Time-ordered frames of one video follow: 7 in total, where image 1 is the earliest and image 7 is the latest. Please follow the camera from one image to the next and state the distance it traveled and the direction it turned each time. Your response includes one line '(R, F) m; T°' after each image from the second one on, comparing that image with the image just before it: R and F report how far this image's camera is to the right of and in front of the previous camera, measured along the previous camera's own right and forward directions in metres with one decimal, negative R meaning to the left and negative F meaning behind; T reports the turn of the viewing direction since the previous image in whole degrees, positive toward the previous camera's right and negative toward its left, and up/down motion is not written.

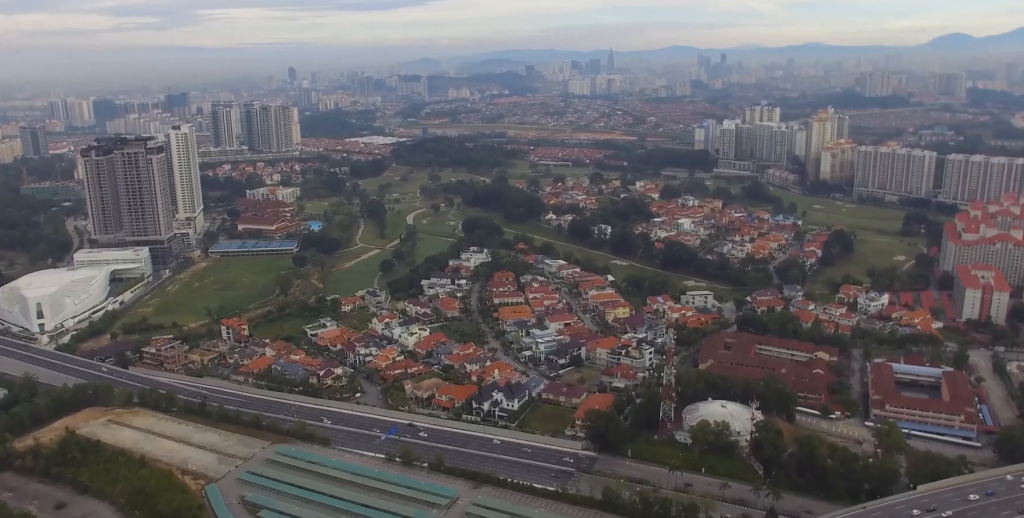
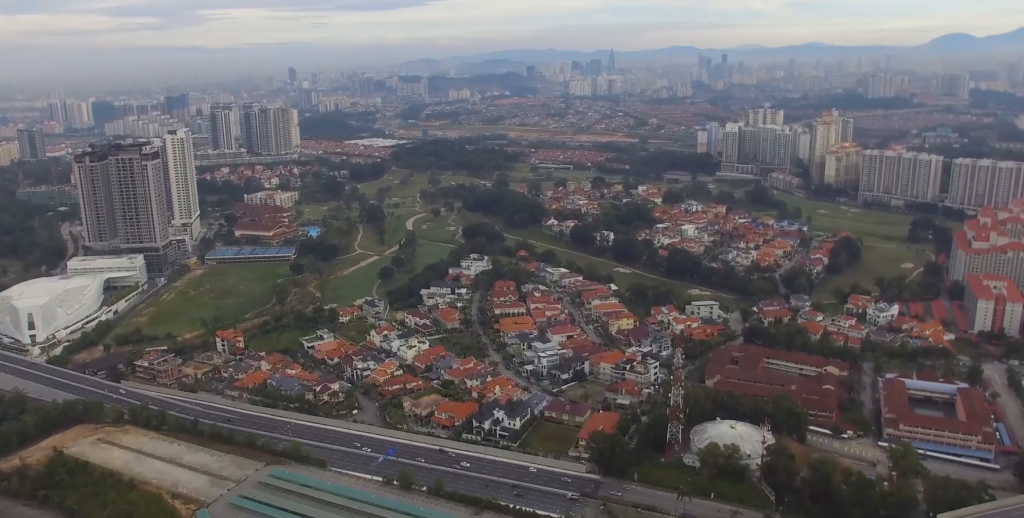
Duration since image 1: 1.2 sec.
(0.0, +14.4) m; 0°
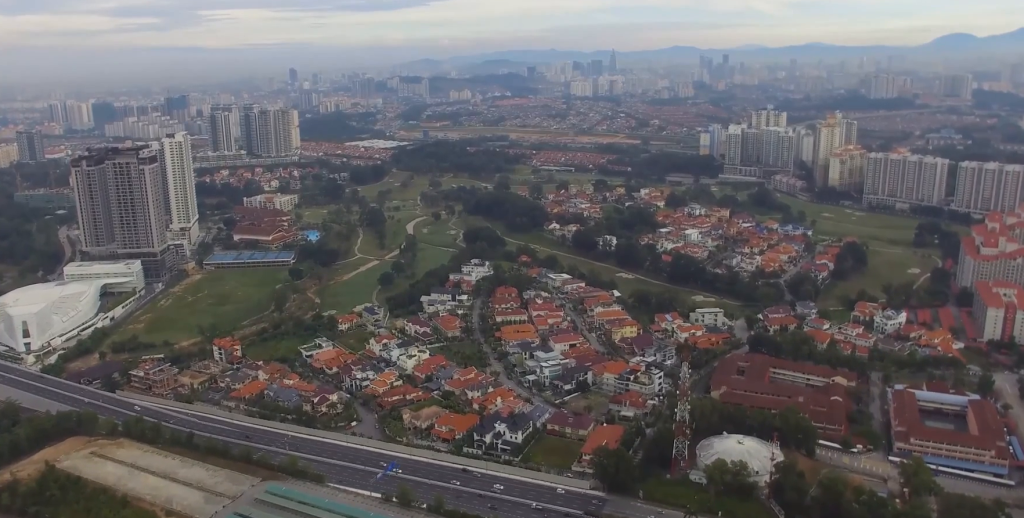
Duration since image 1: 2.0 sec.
(0.0, +10.0) m; 0°
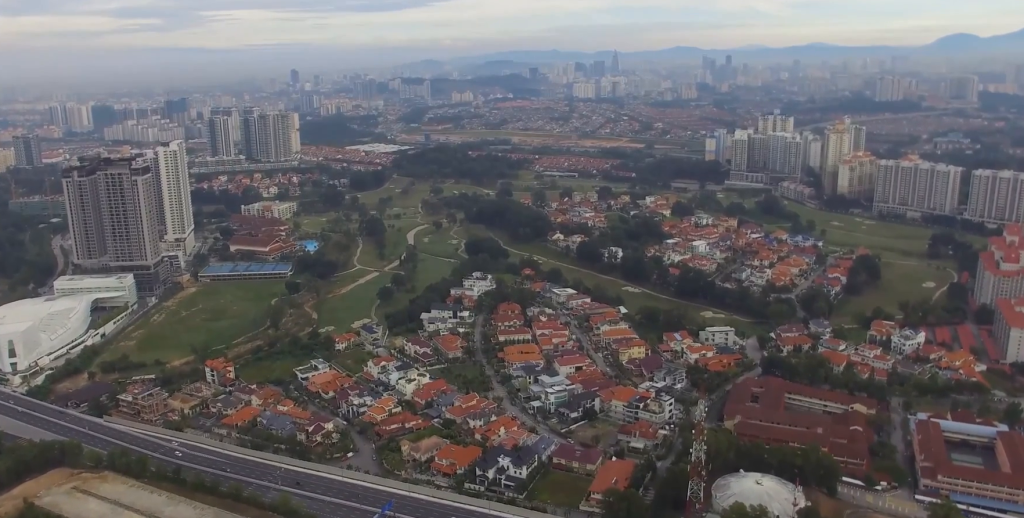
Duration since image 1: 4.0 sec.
(-0.1, +23.7) m; 0°
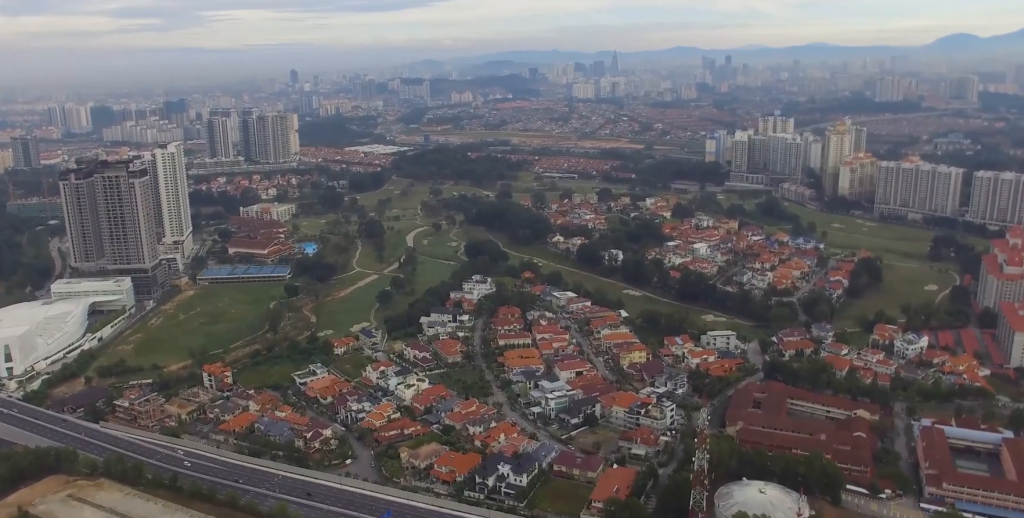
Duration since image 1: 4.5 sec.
(0.0, +5.2) m; 0°
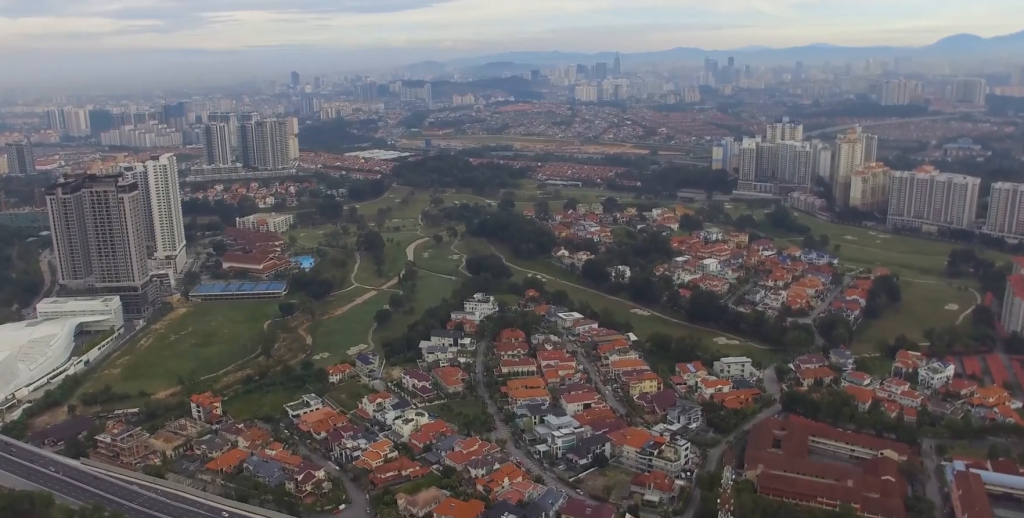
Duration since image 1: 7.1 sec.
(-0.2, +30.4) m; -1°
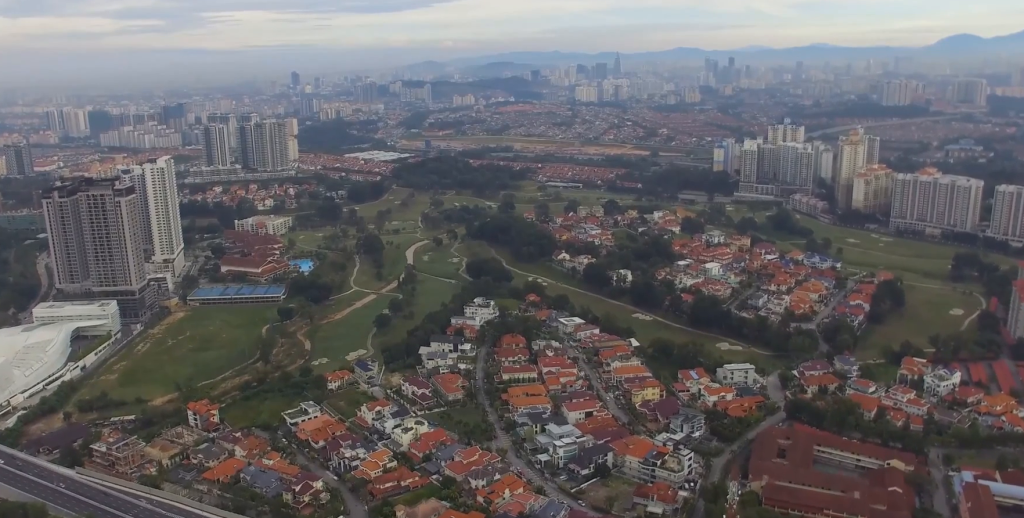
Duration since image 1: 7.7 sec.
(0.0, +7.4) m; 0°
